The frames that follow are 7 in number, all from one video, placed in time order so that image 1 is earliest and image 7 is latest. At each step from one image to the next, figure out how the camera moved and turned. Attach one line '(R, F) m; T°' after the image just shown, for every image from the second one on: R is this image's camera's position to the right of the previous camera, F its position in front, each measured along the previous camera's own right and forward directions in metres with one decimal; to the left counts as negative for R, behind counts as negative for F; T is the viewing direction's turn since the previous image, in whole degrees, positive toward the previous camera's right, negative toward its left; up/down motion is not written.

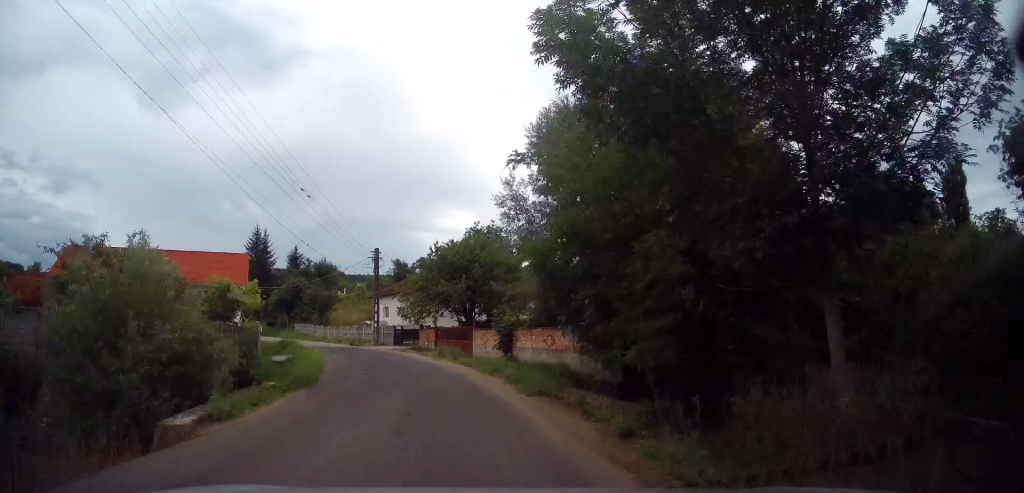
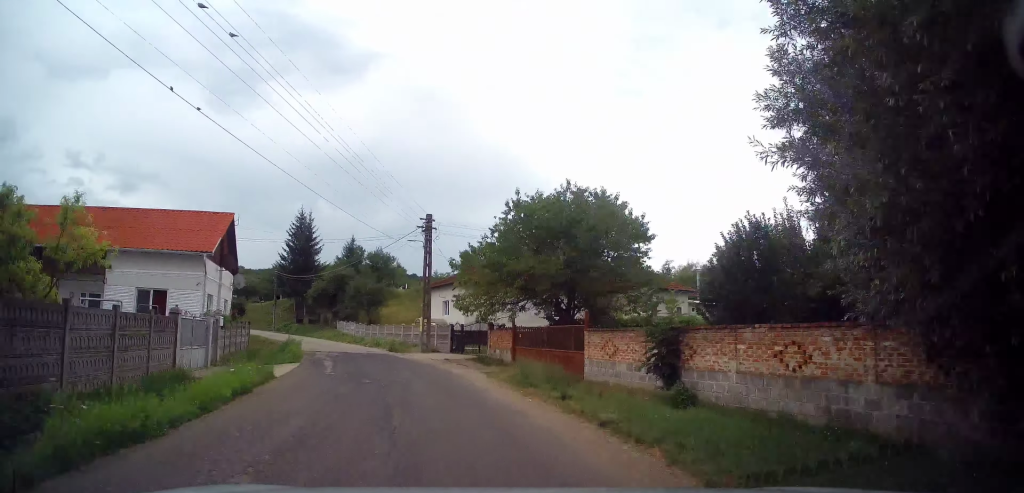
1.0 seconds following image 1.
(-0.6, +13.8) m; -8°
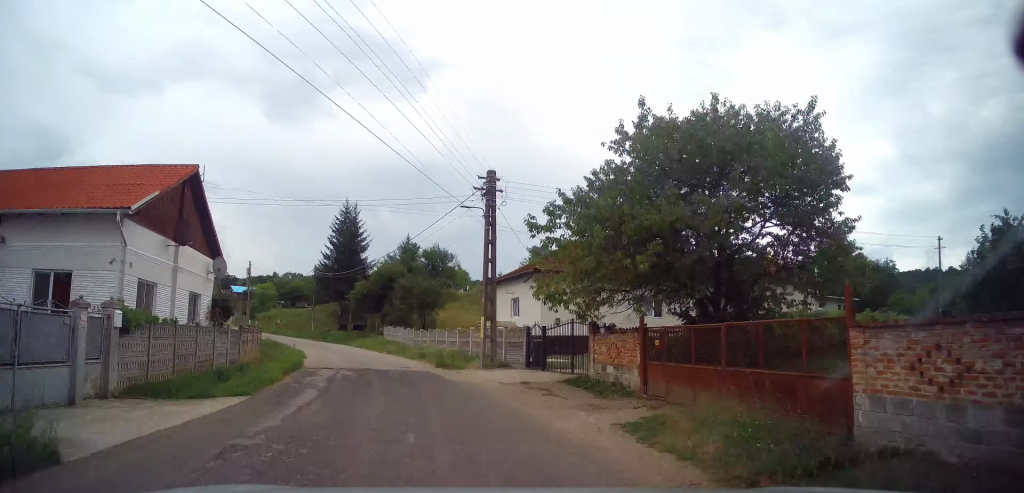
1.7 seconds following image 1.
(-0.8, +9.8) m; -7°
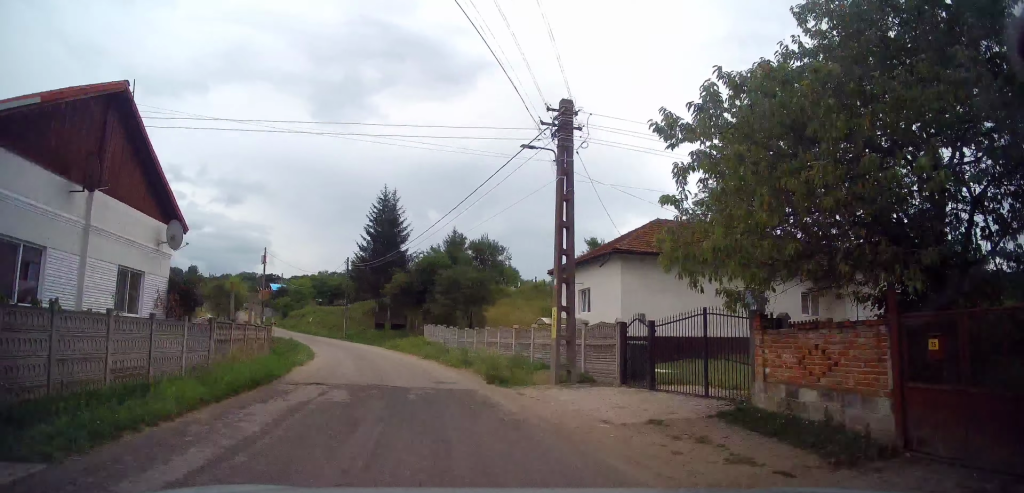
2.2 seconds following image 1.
(-0.3, +7.1) m; -4°
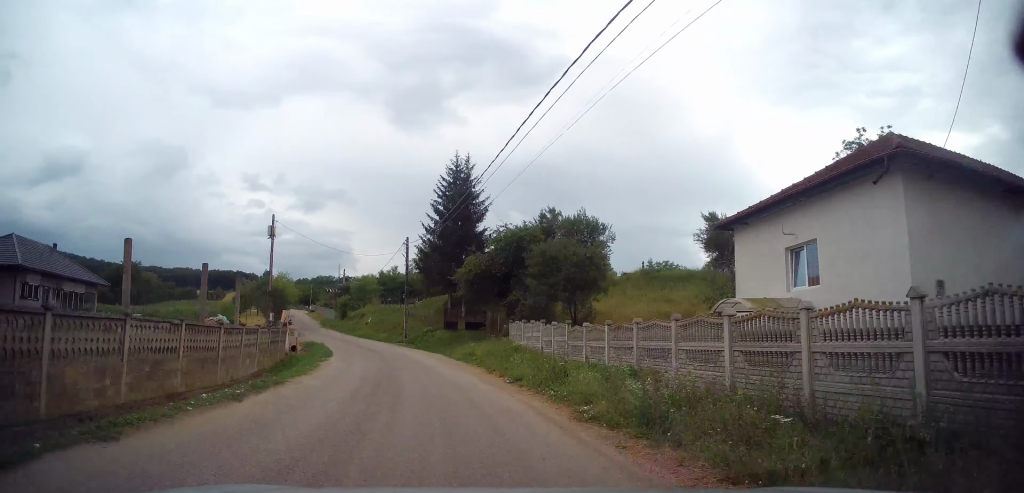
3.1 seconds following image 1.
(-0.7, +12.8) m; -7°
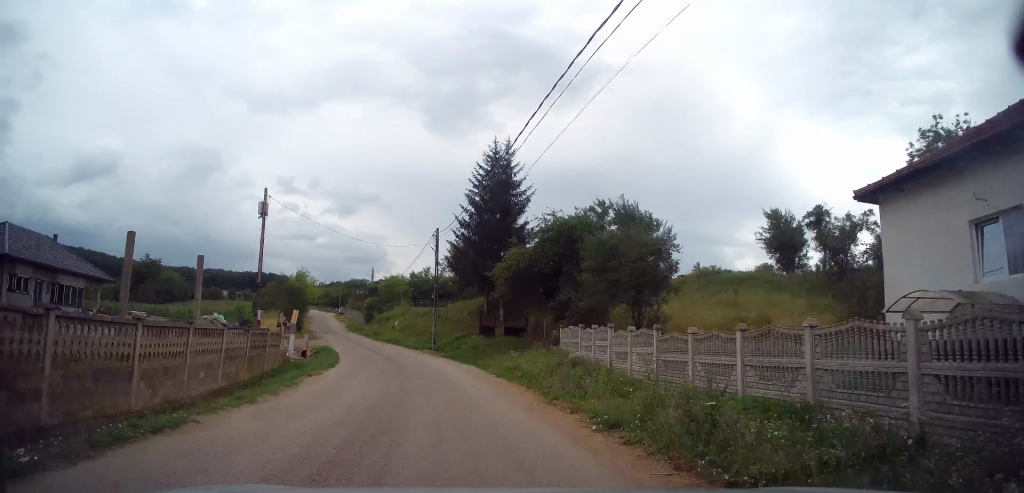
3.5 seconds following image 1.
(-0.2, +5.7) m; -4°
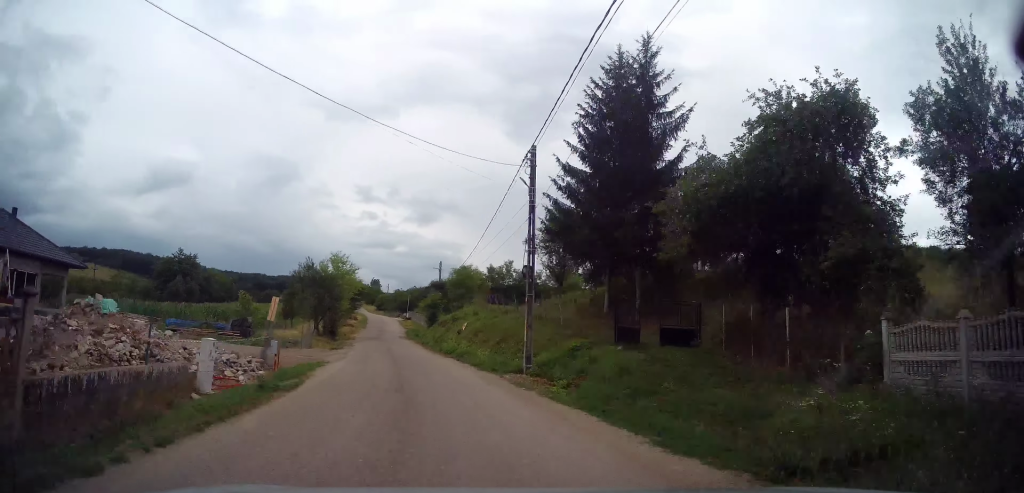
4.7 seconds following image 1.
(-1.6, +17.2) m; -9°
